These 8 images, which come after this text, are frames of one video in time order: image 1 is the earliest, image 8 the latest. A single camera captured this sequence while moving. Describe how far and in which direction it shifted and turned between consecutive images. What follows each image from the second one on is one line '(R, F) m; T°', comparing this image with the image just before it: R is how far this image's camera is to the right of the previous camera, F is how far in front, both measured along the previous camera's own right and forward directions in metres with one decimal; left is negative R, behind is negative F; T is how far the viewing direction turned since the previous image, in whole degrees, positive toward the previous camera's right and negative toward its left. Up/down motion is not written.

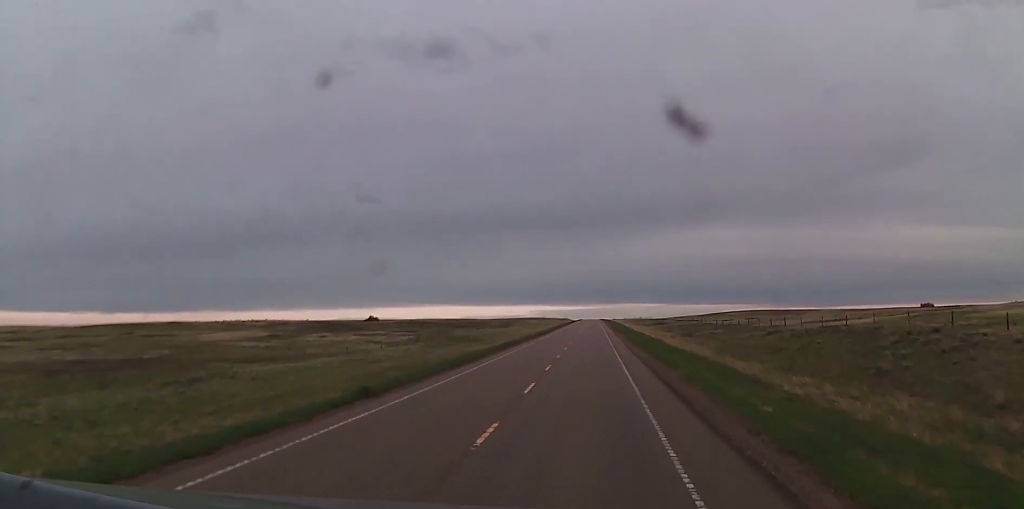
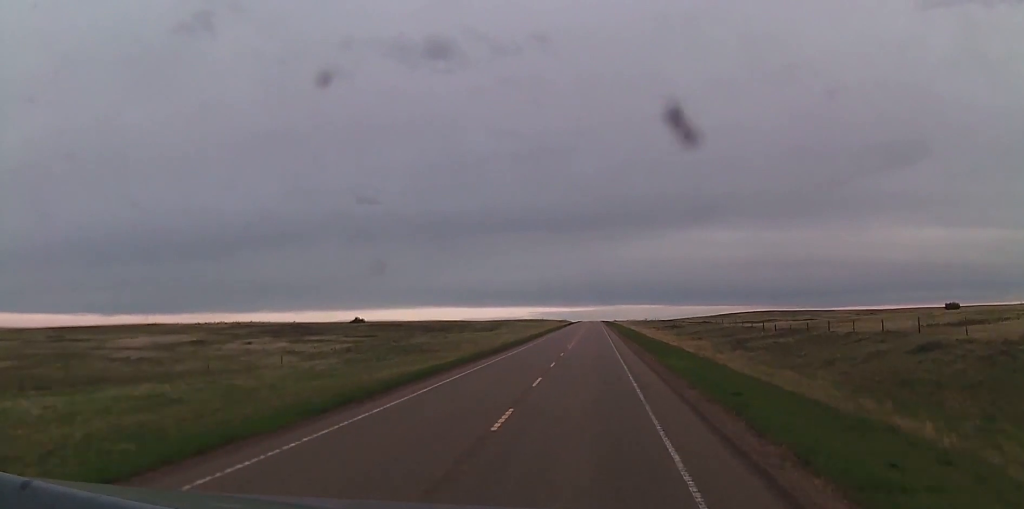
(0.0, +33.0) m; 0°
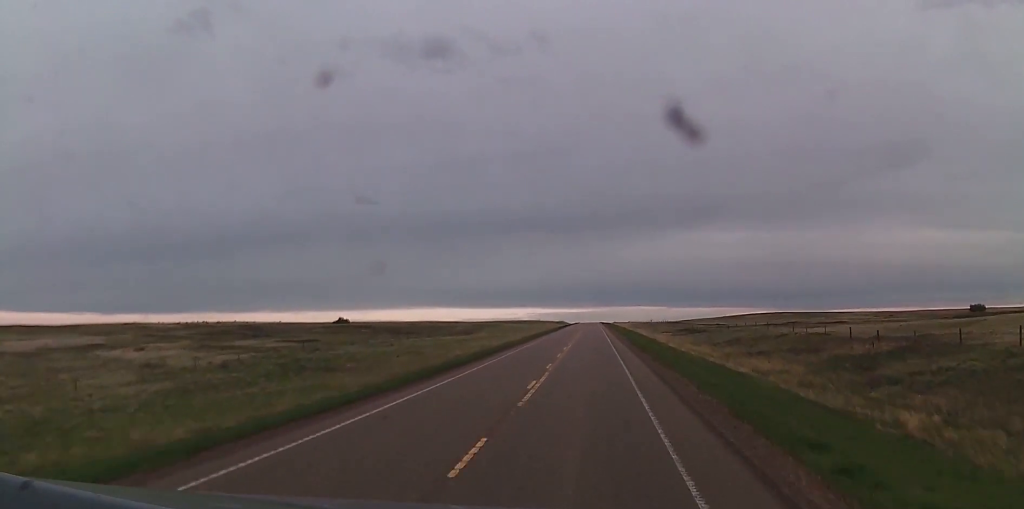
(-0.1, +30.9) m; -1°
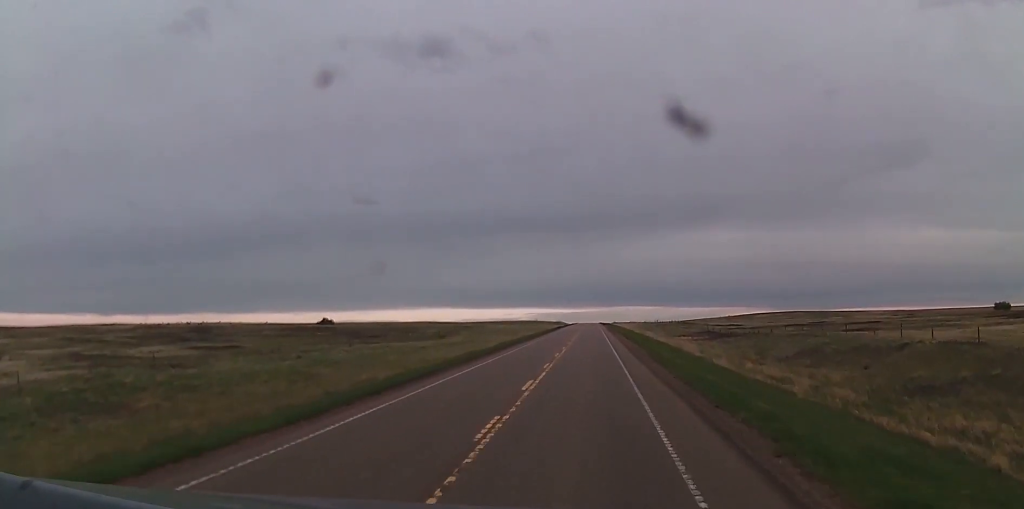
(-0.2, +27.6) m; 0°
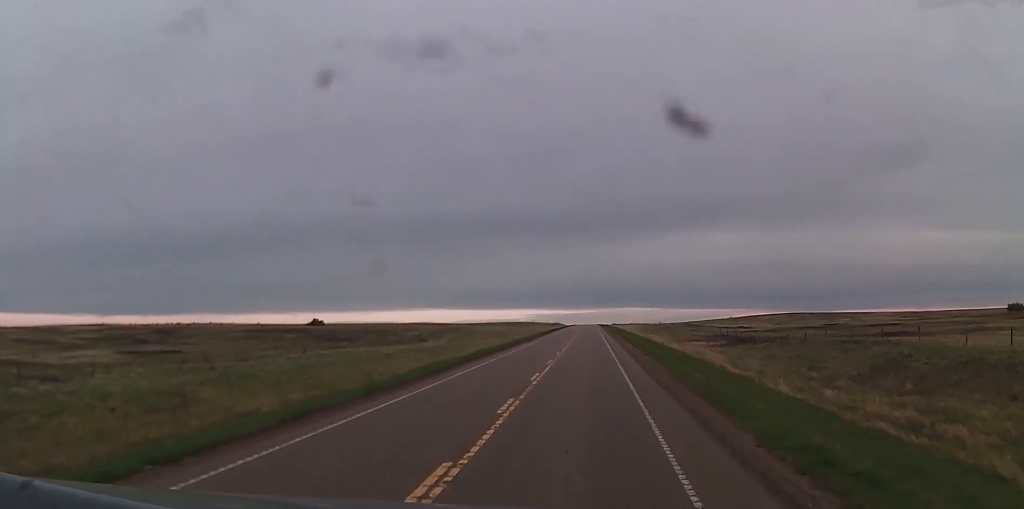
(+0.2, +14.4) m; 0°
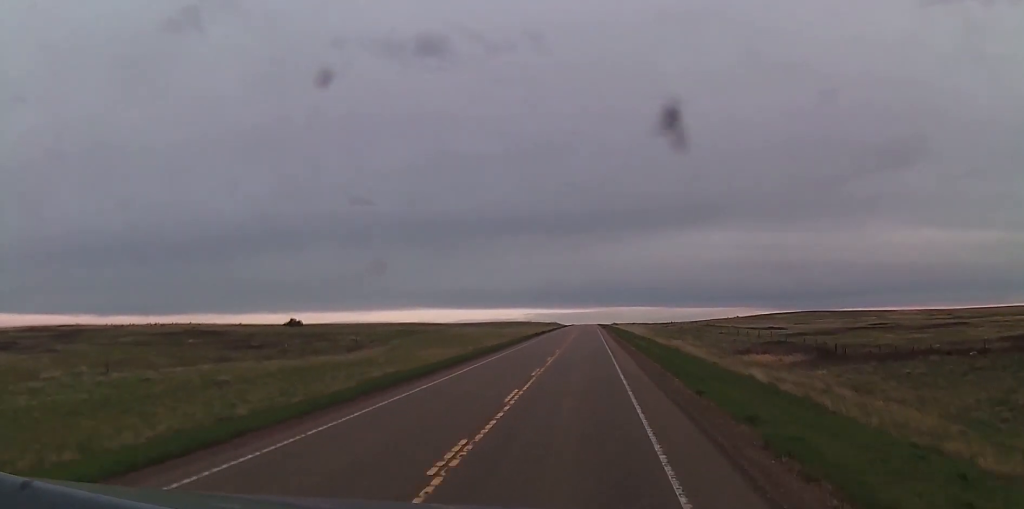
(+0.1, +33.1) m; 0°
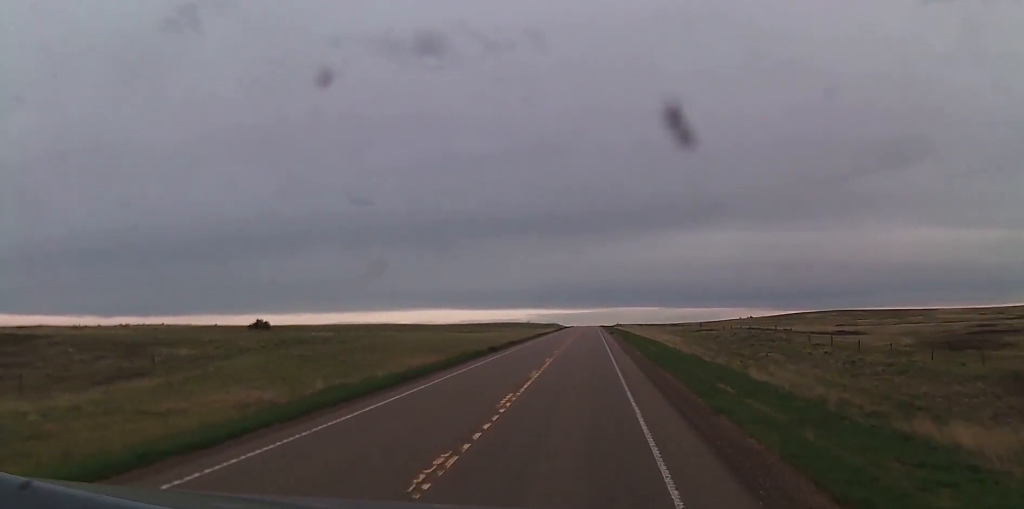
(0.0, +46.1) m; 0°
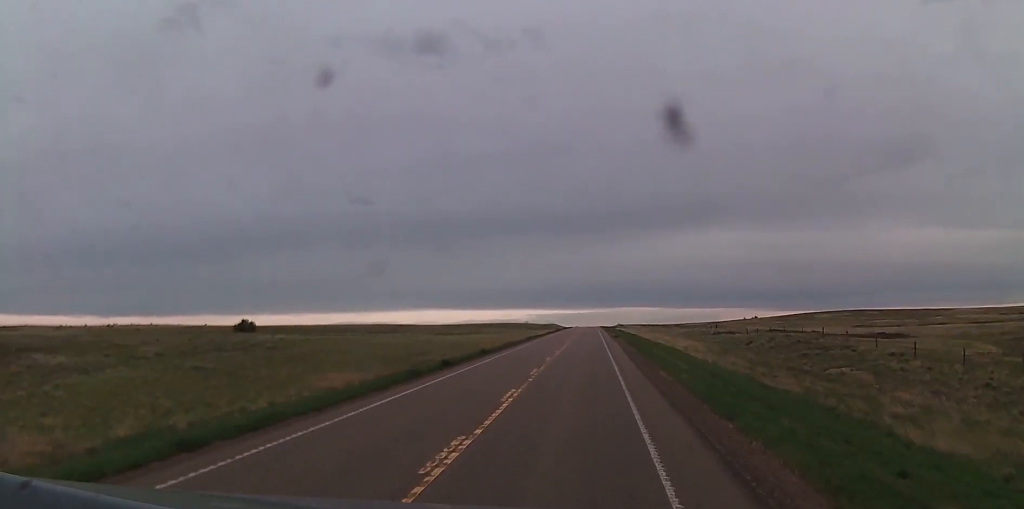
(0.0, +16.5) m; 0°
